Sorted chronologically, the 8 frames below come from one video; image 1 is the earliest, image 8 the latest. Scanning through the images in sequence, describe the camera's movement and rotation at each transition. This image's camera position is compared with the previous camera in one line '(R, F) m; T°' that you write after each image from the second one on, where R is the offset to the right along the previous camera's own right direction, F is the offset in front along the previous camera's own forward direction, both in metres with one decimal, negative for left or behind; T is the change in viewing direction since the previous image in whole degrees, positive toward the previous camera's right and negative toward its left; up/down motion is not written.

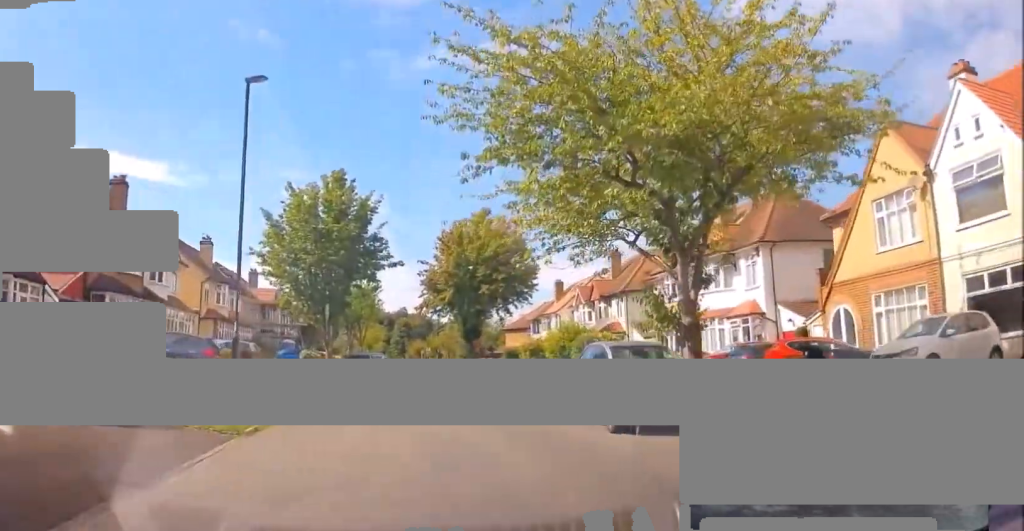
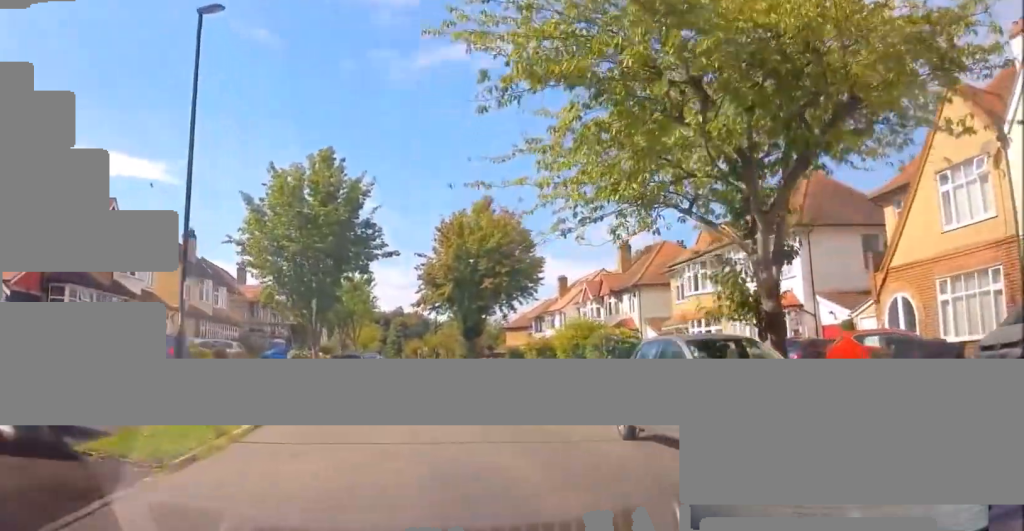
(+0.2, +3.5) m; +1°
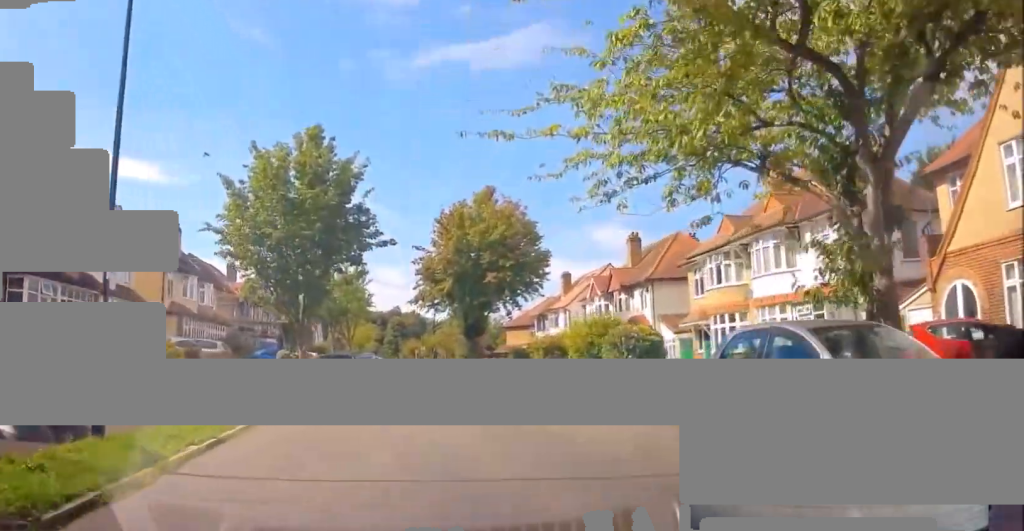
(+0.3, +3.4) m; +1°
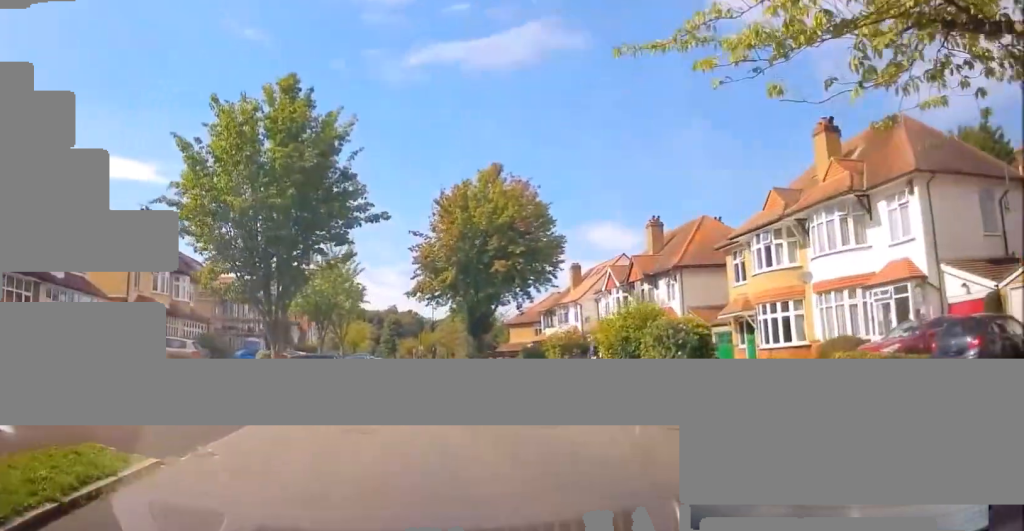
(-0.1, +5.3) m; 0°
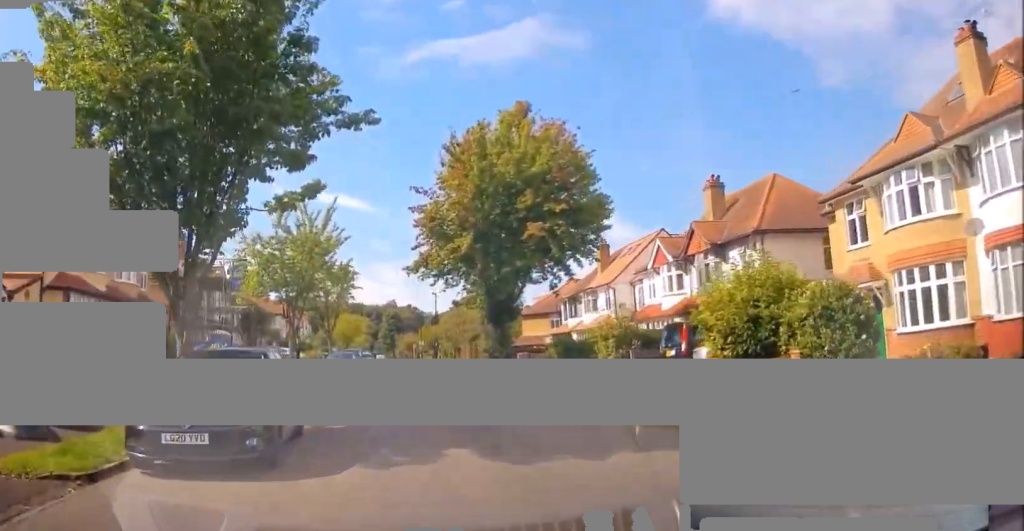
(0.0, +9.3) m; -1°
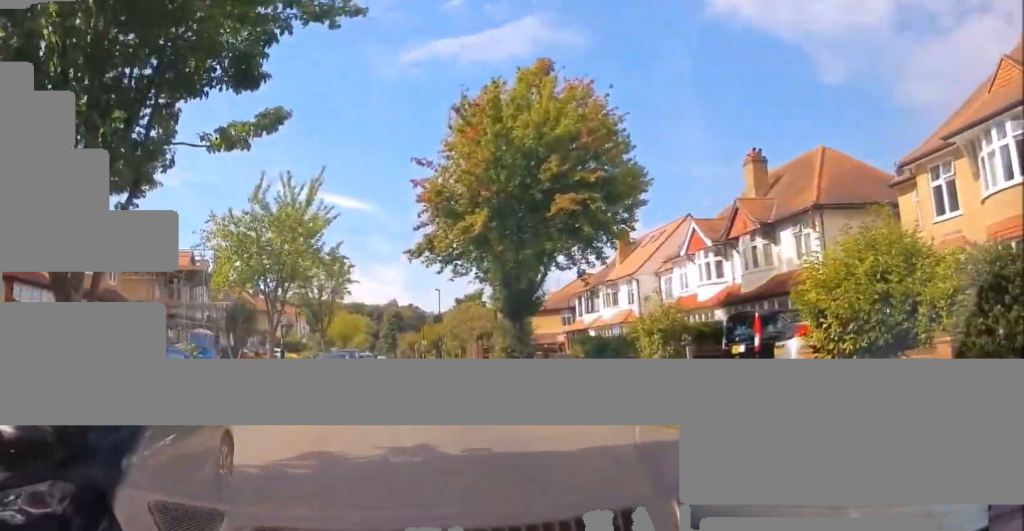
(0.0, +4.5) m; -1°
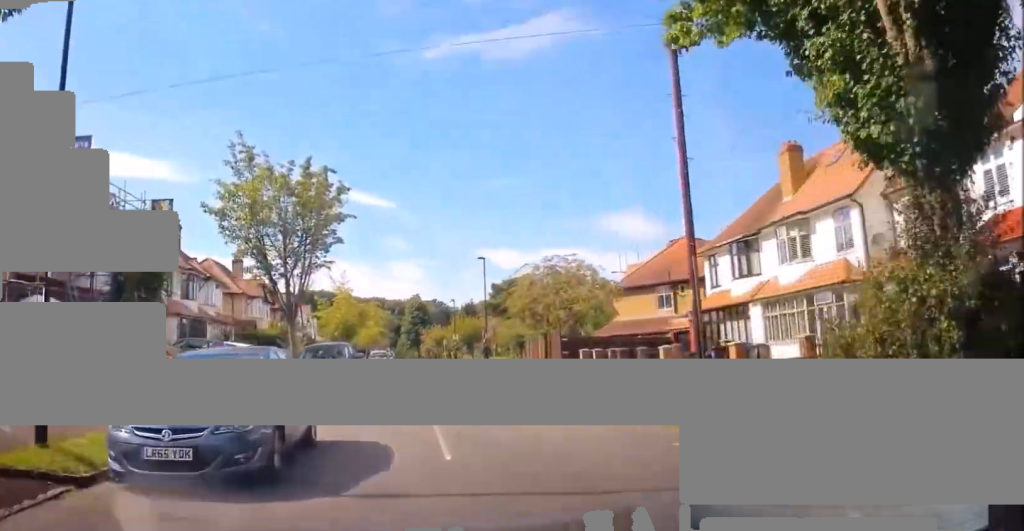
(0.0, +20.6) m; +1°
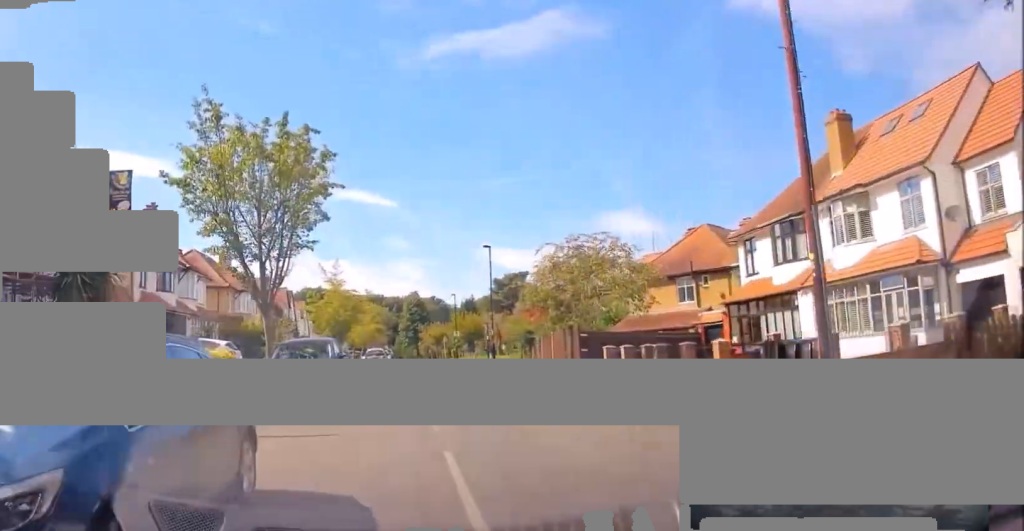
(-0.2, +4.0) m; -2°
